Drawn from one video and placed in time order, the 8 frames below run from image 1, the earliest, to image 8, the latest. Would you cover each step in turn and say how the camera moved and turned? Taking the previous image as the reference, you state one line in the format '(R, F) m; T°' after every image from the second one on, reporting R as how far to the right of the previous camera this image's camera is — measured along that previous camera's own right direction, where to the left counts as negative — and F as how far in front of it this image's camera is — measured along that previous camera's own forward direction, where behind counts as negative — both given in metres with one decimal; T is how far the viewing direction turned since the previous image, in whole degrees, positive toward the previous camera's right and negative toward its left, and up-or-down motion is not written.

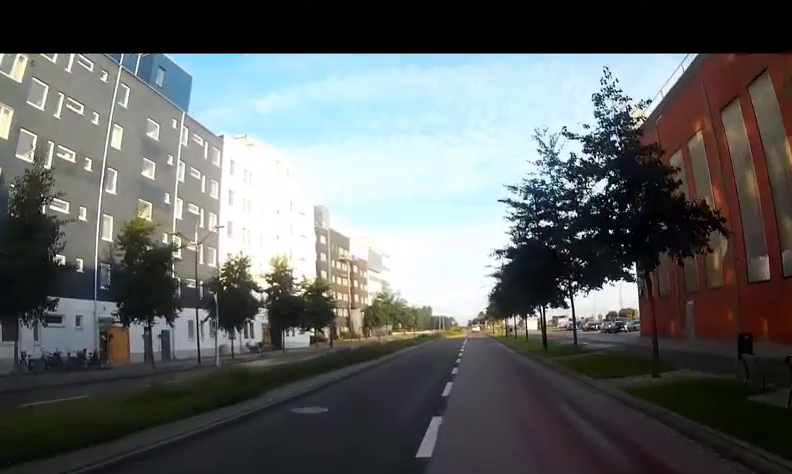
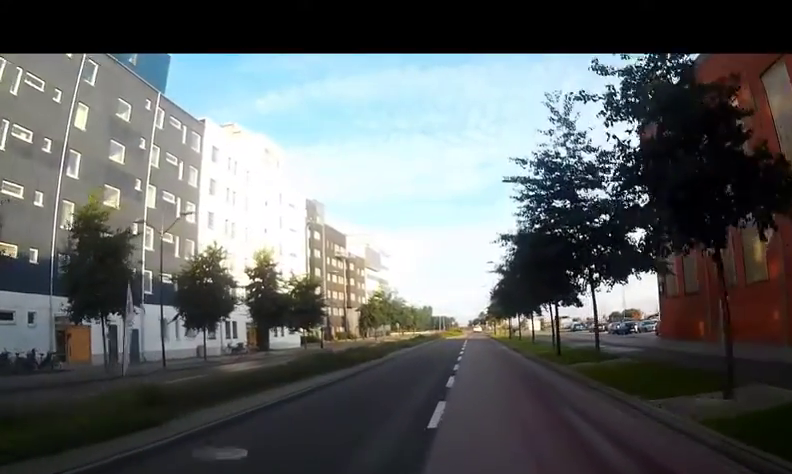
(-0.1, +4.0) m; 0°
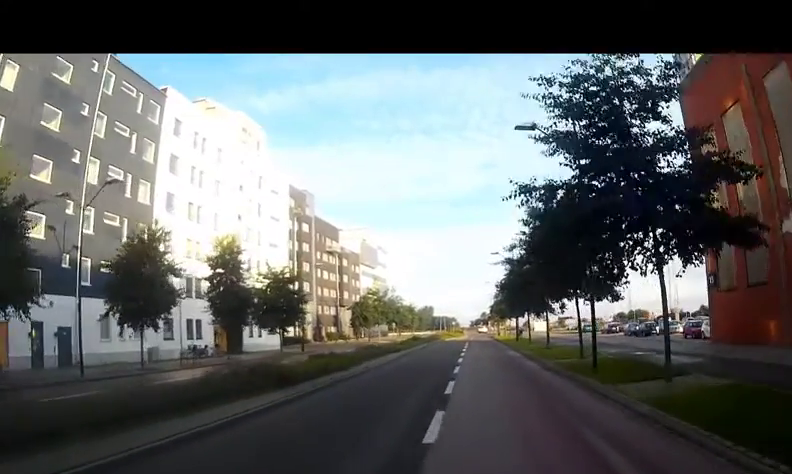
(+0.1, +6.9) m; +1°
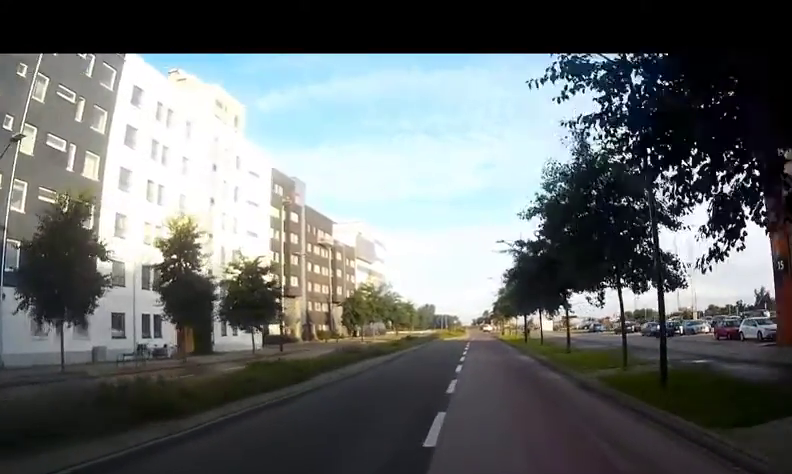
(+0.1, +6.1) m; 0°
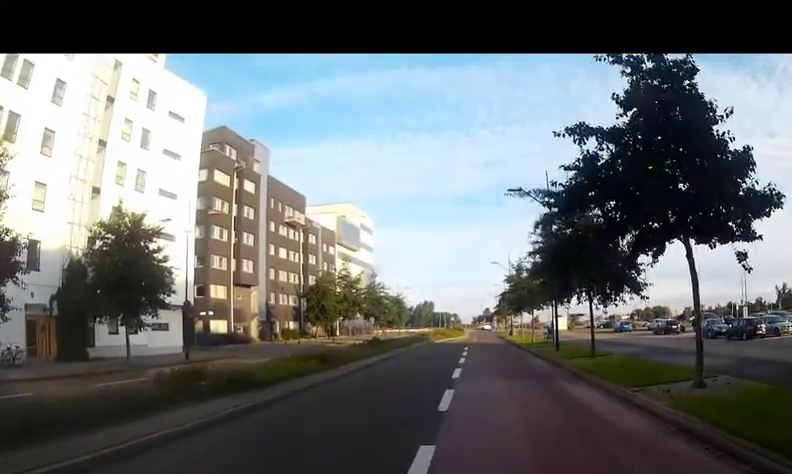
(-0.5, +15.3) m; -3°
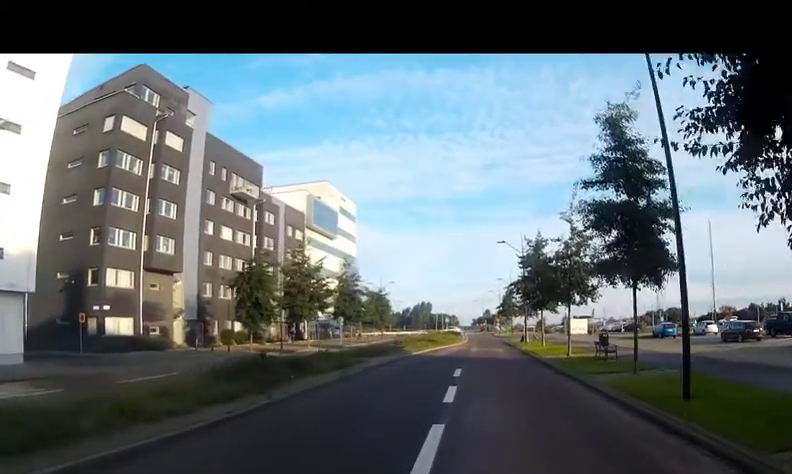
(+0.2, +15.3) m; +1°
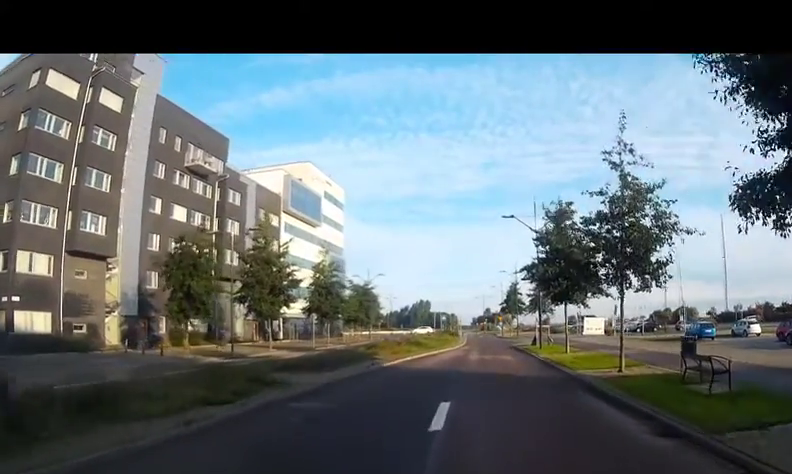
(+0.1, +9.0) m; +1°
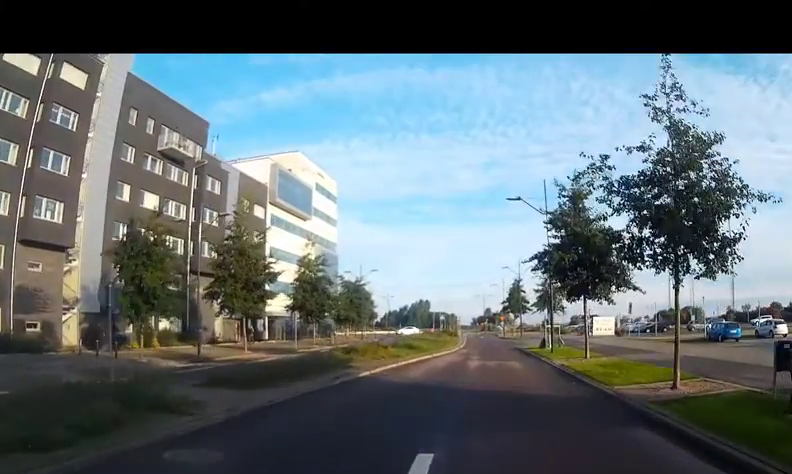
(0.0, +4.5) m; +1°
